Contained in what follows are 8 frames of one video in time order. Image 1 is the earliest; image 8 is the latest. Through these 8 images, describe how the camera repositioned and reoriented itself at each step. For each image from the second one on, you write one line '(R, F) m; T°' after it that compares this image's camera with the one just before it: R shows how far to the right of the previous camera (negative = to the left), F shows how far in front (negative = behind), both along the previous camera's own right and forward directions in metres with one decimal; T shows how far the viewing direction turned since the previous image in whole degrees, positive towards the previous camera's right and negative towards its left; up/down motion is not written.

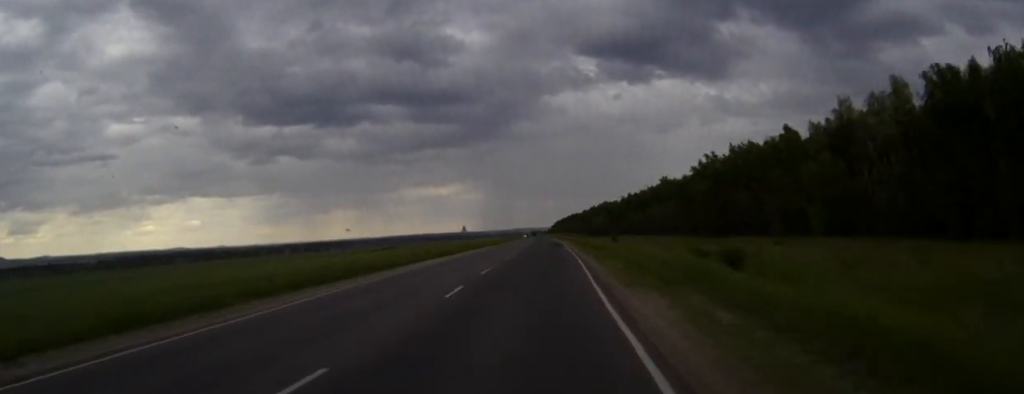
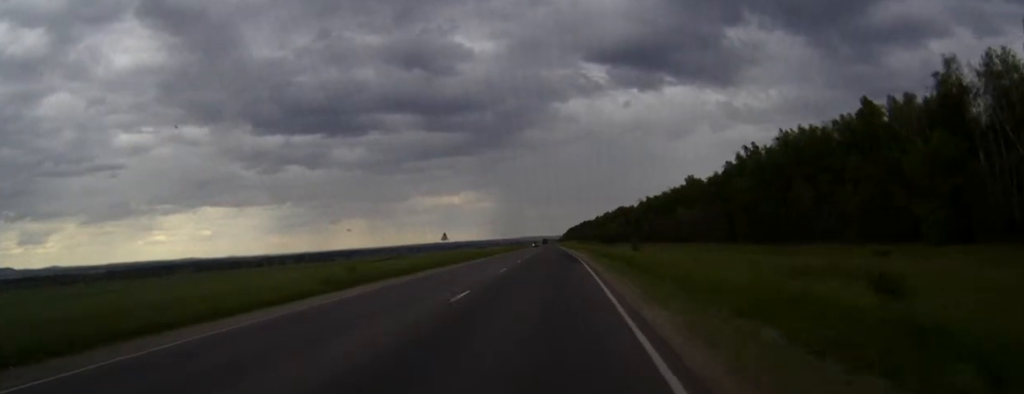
(0.0, +22.9) m; 0°
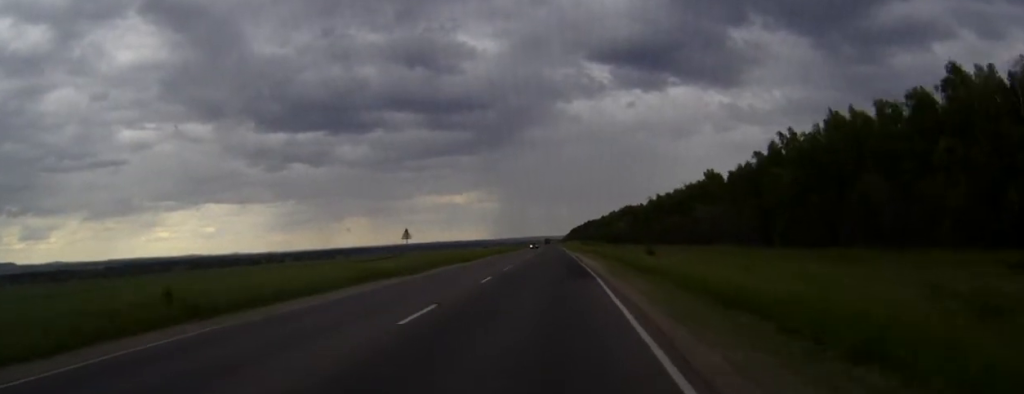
(0.0, +17.9) m; 0°
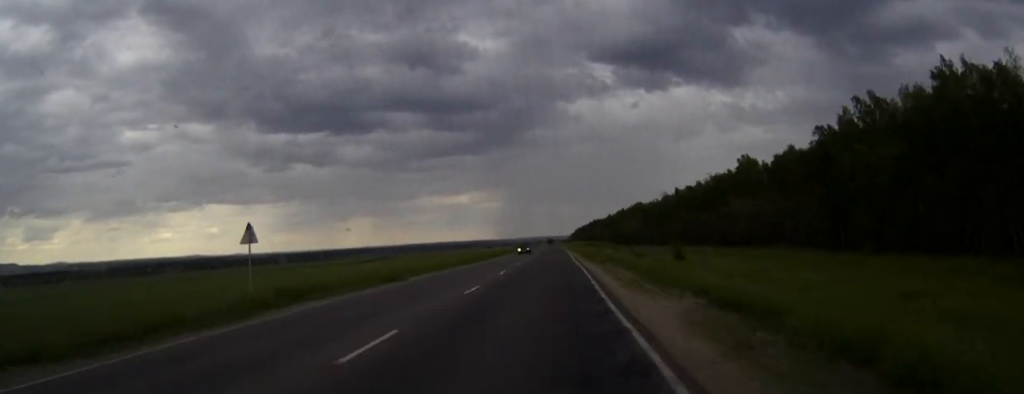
(-0.1, +26.9) m; -1°
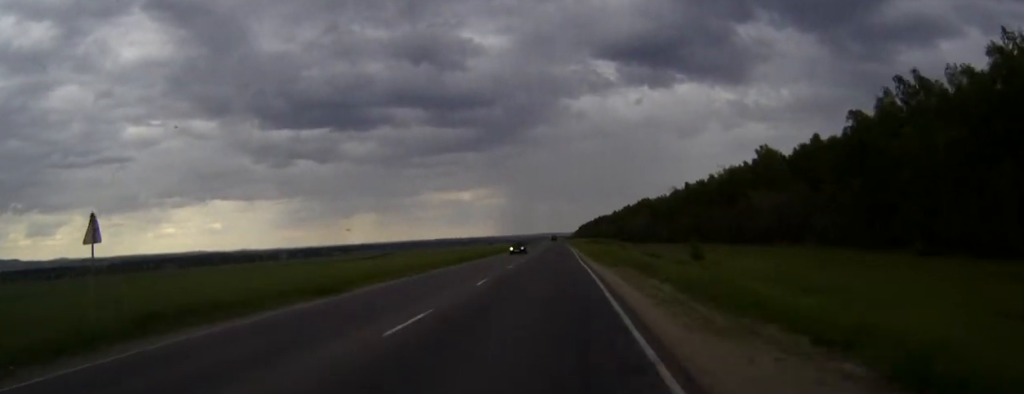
(0.0, +9.7) m; 0°
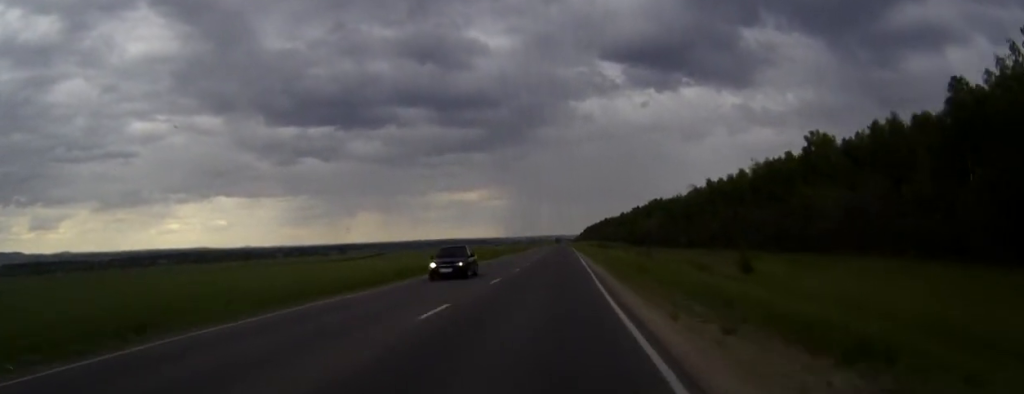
(-0.1, +21.8) m; 0°
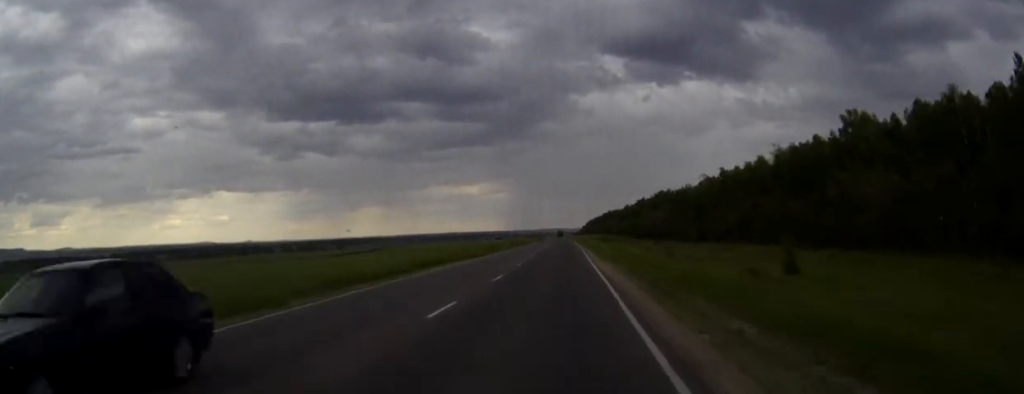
(0.0, +12.0) m; 0°
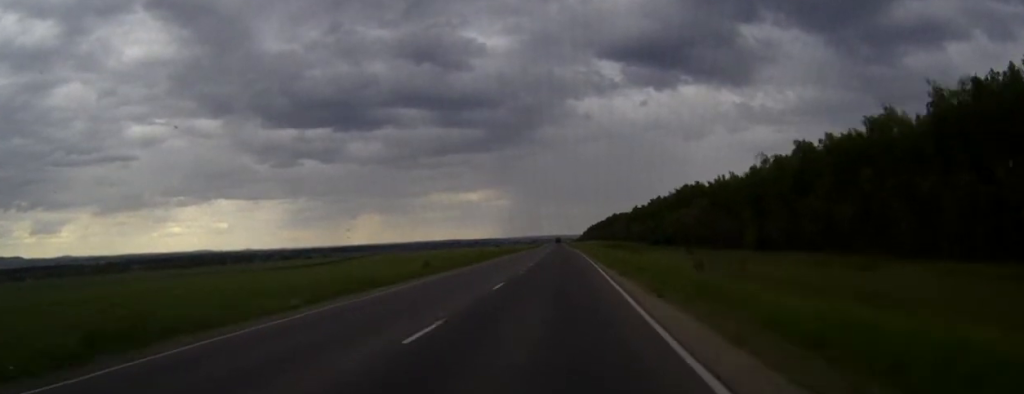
(0.0, +50.6) m; 0°
